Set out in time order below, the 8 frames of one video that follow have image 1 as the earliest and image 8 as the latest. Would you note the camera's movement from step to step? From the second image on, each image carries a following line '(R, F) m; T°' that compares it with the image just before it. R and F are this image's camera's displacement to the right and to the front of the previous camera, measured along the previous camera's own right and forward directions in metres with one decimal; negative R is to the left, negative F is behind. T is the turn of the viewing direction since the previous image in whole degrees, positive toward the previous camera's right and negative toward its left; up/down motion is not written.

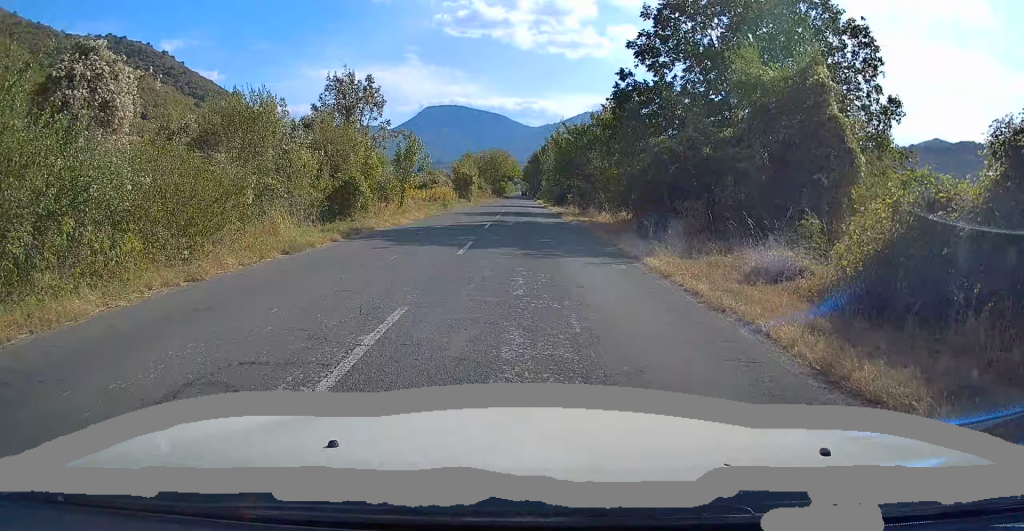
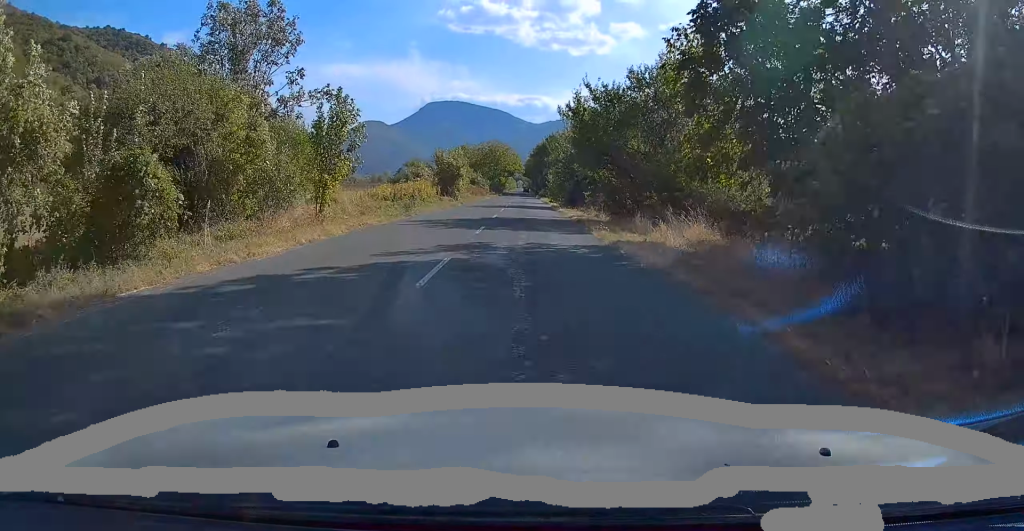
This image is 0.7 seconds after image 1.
(-0.1, +13.7) m; 0°
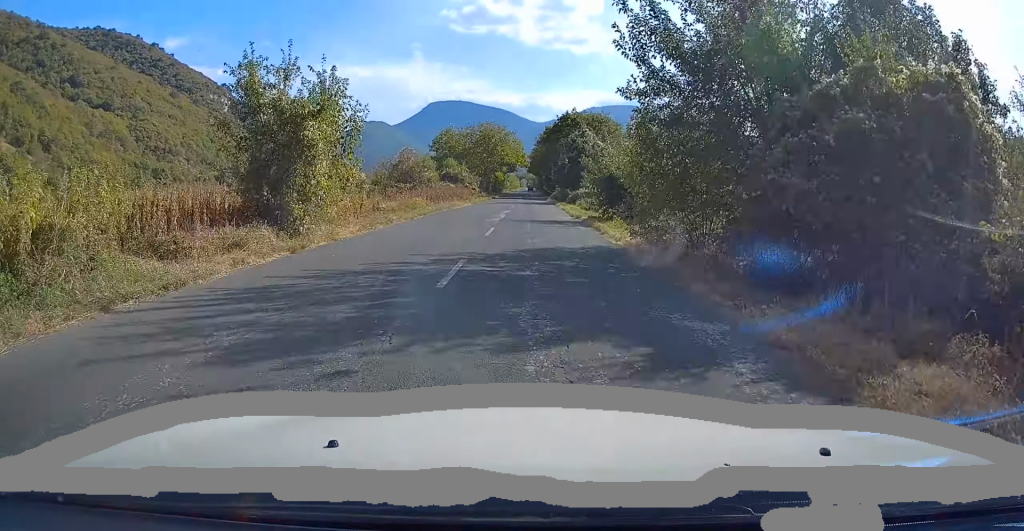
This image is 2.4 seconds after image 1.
(+0.1, +35.8) m; 0°
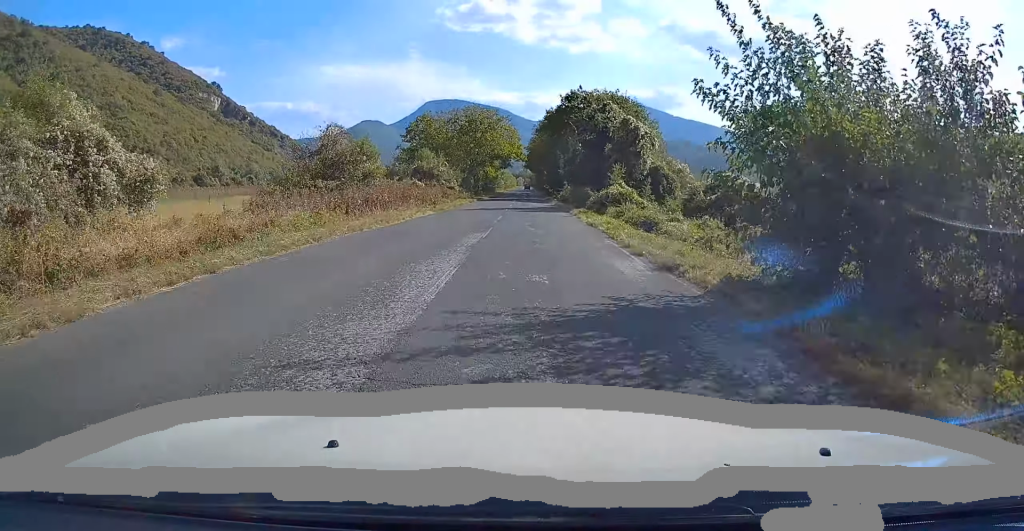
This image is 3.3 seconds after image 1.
(0.0, +19.4) m; 0°
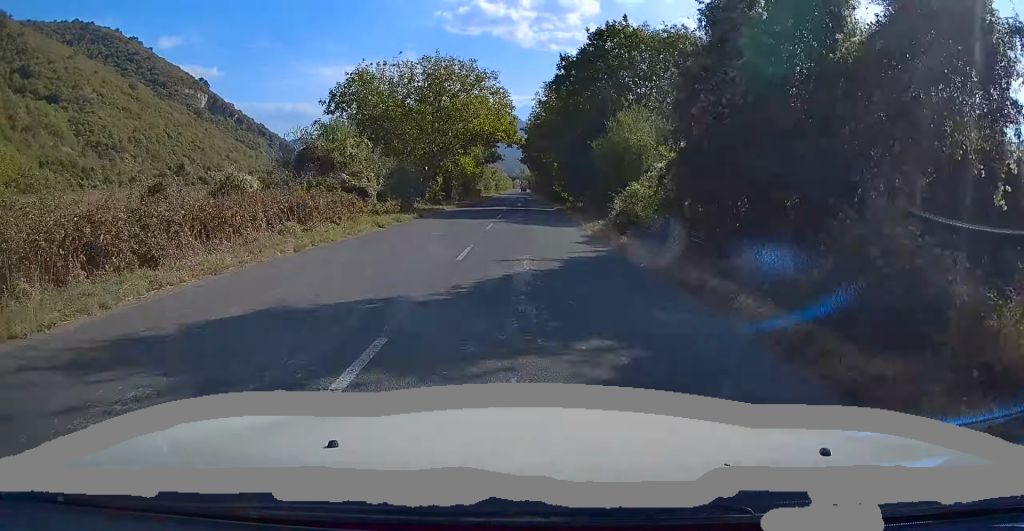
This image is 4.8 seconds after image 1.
(-0.2, +31.3) m; 0°
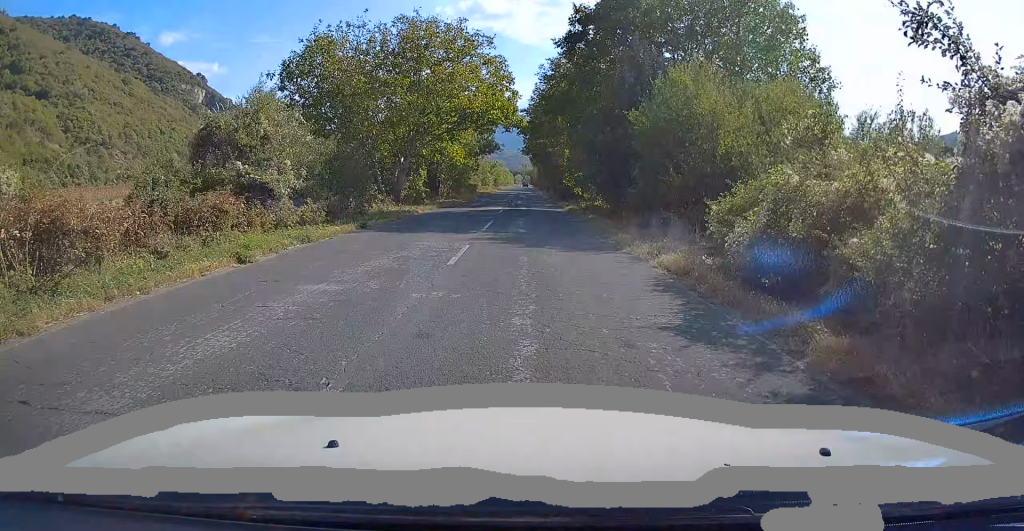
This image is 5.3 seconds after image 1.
(0.0, +10.4) m; 0°
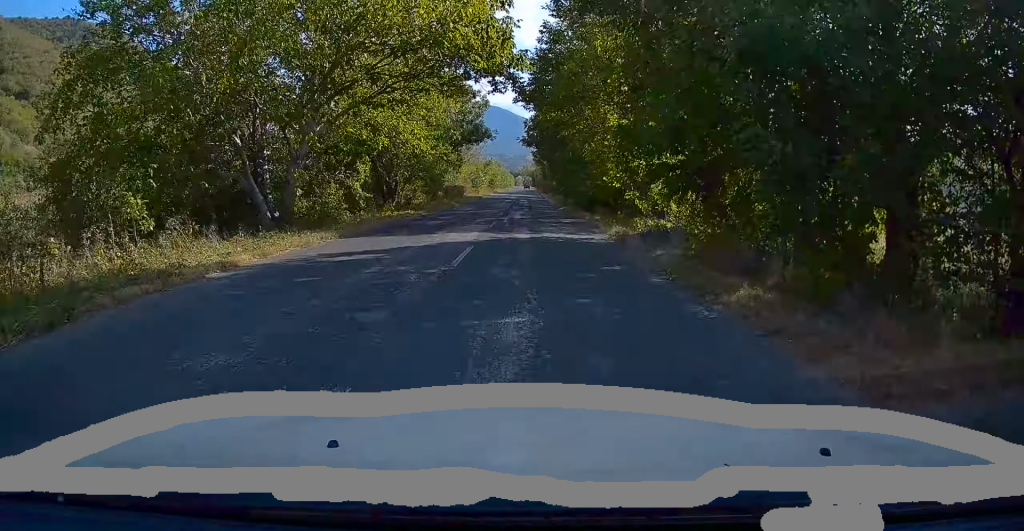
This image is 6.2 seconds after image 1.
(+0.1, +18.0) m; 0°
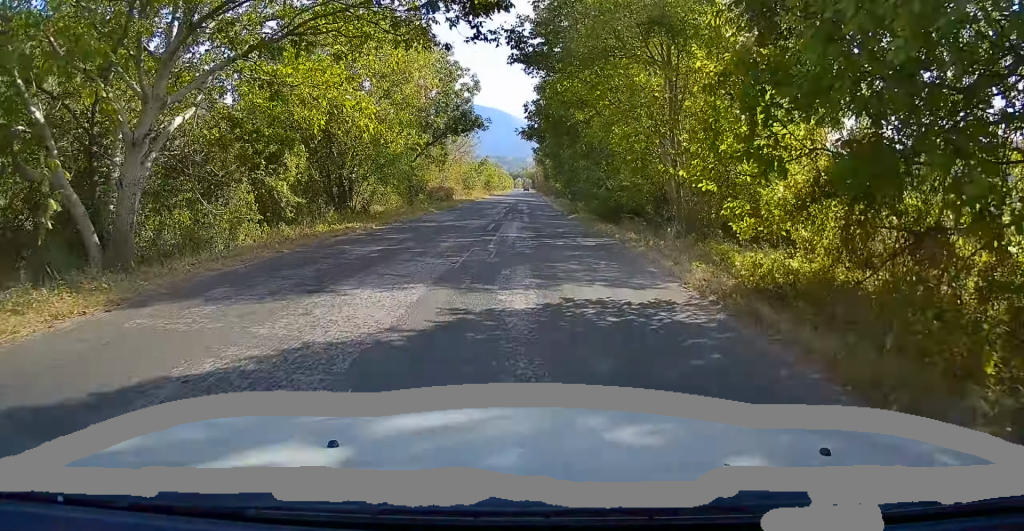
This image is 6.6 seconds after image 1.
(0.0, +9.1) m; 0°
